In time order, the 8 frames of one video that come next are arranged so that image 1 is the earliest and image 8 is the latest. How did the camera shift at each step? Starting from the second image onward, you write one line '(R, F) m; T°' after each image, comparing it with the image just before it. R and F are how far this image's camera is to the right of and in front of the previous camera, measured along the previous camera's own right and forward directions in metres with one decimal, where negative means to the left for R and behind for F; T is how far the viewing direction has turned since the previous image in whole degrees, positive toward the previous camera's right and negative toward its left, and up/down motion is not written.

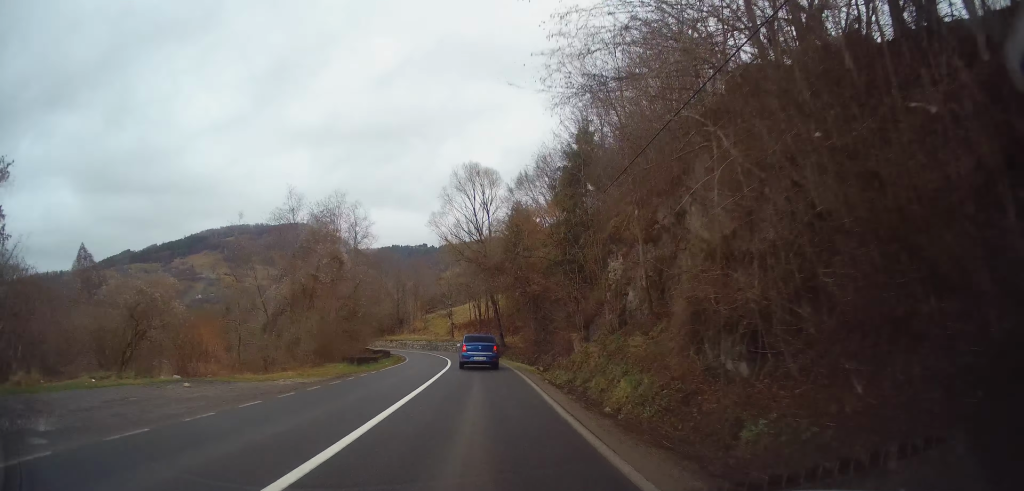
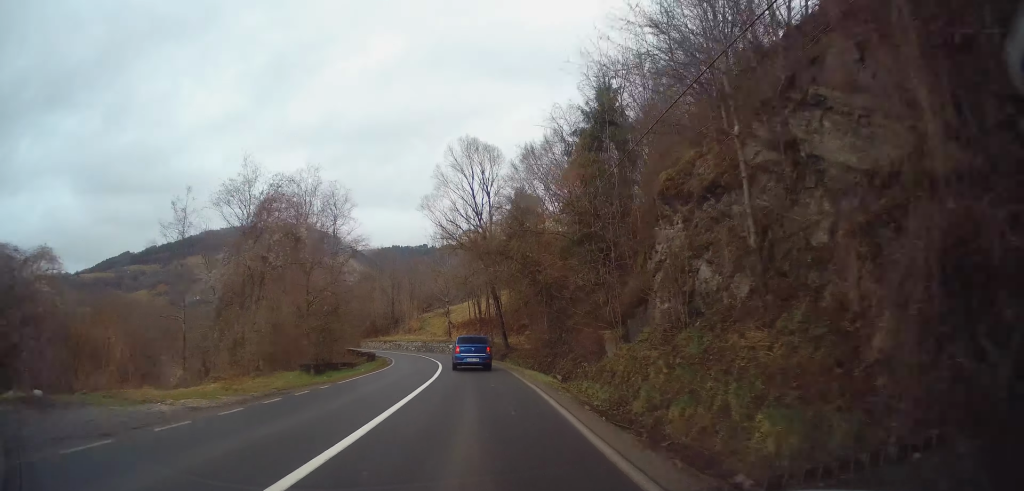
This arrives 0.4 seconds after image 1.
(-0.1, +7.0) m; -1°
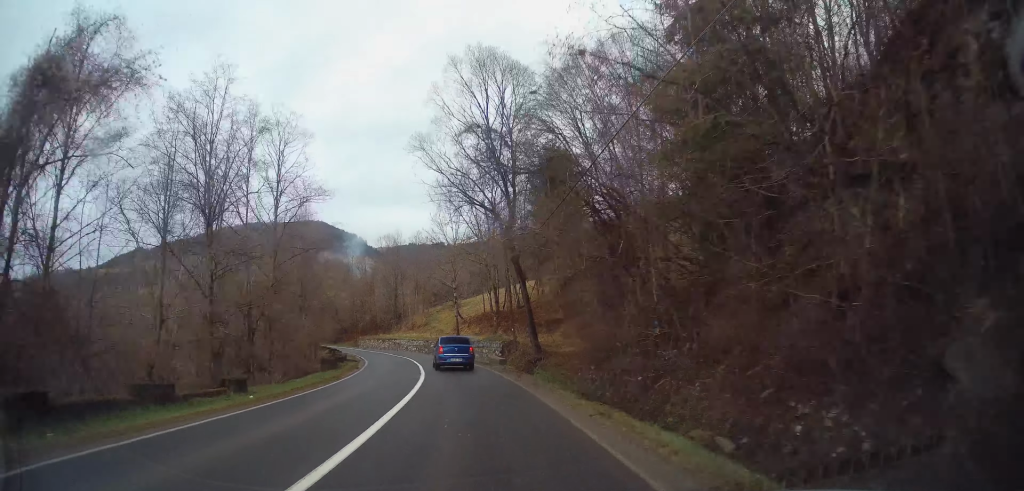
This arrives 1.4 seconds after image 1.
(-0.3, +15.0) m; -3°
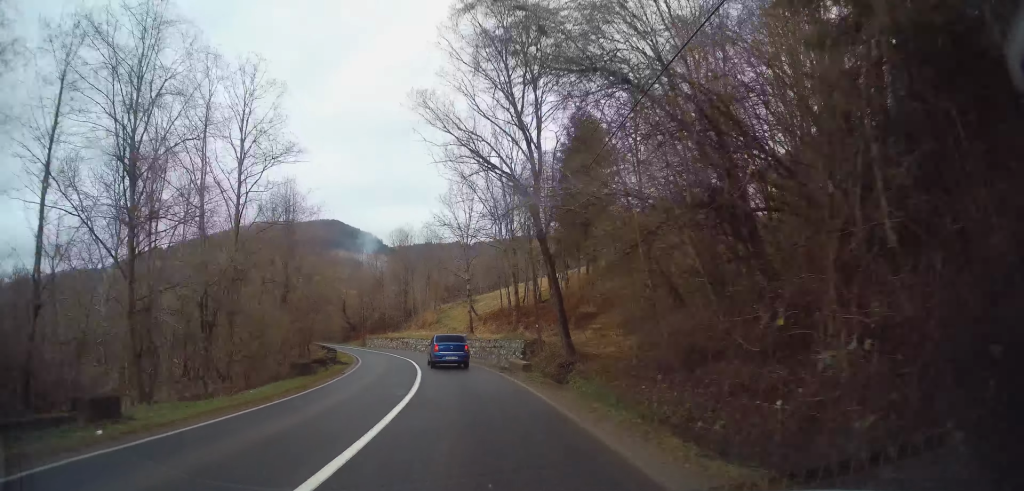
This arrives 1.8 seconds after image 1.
(-0.1, +6.5) m; -2°
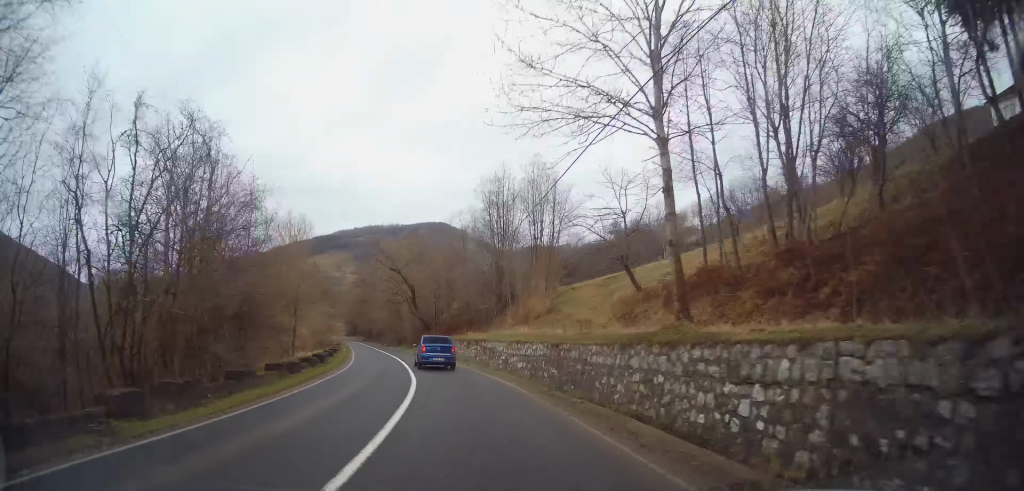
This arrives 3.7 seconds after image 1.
(-2.6, +31.5) m; -11°
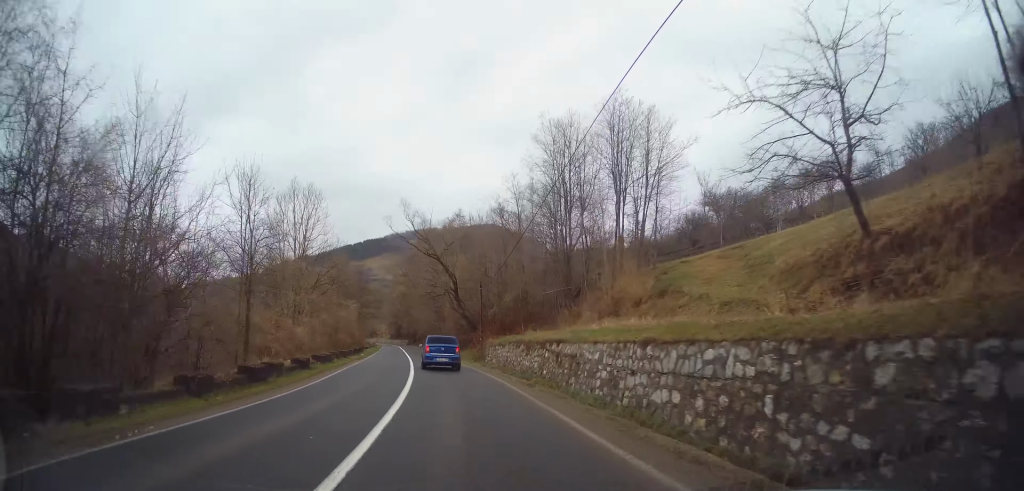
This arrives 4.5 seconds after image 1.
(-0.7, +14.0) m; -5°
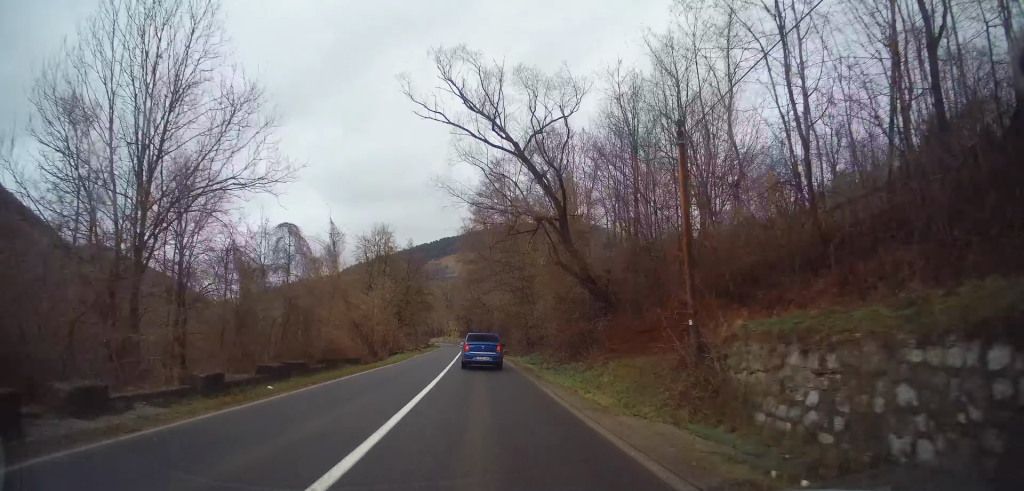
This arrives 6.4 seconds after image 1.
(-2.7, +31.4) m; -8°
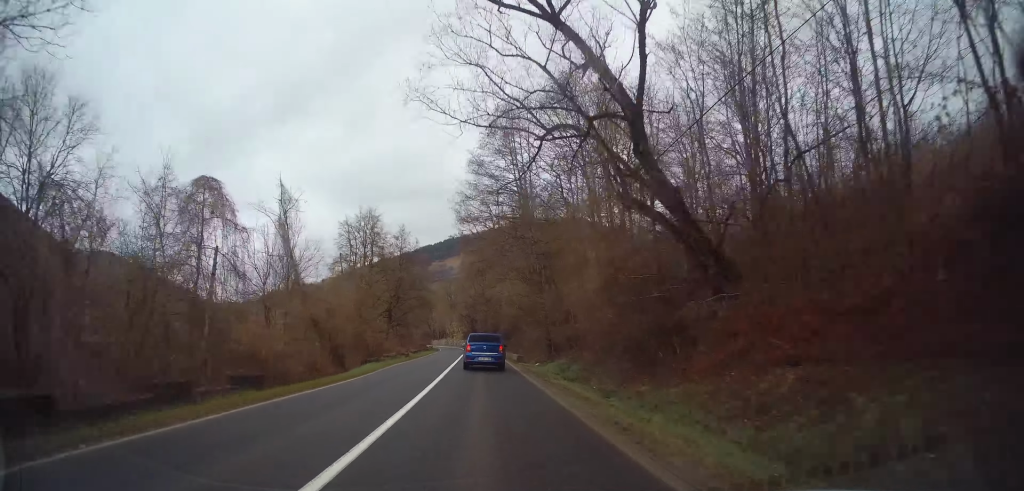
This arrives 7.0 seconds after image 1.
(-0.2, +11.5) m; -1°
